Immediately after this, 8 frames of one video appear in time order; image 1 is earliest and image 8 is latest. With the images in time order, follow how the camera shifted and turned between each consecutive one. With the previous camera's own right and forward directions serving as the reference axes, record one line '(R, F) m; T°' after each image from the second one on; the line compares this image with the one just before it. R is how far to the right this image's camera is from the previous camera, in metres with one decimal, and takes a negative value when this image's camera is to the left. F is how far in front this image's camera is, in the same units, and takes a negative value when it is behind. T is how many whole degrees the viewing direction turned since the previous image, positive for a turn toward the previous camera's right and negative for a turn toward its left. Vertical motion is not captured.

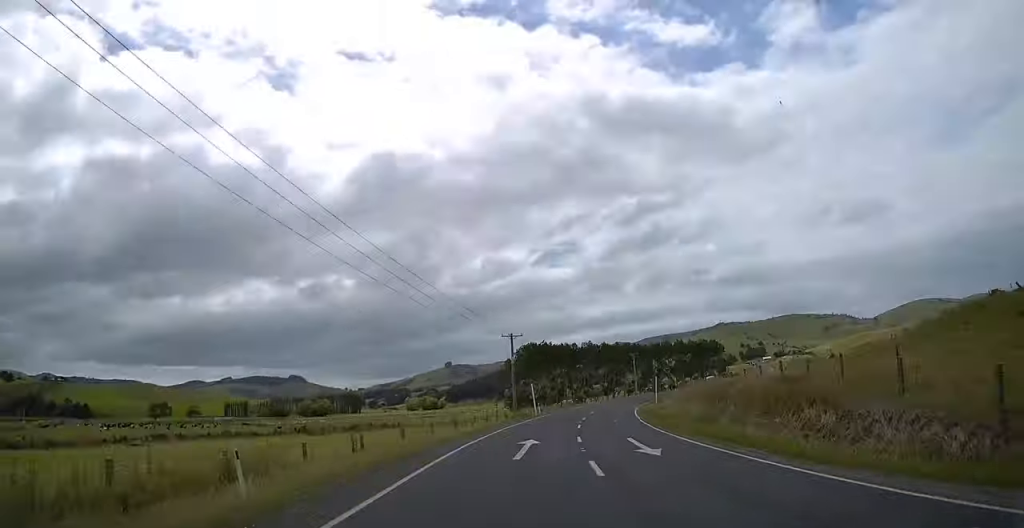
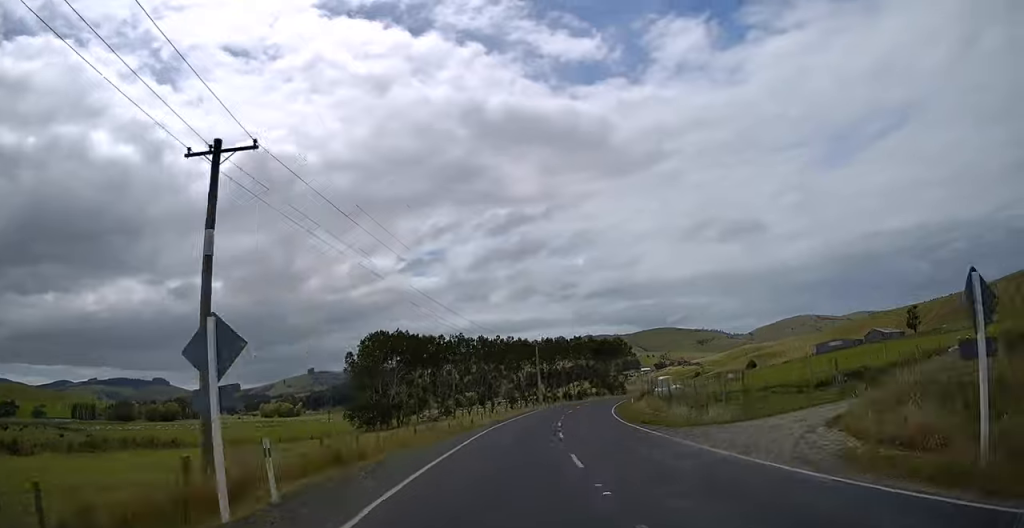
(0.0, +48.2) m; +9°
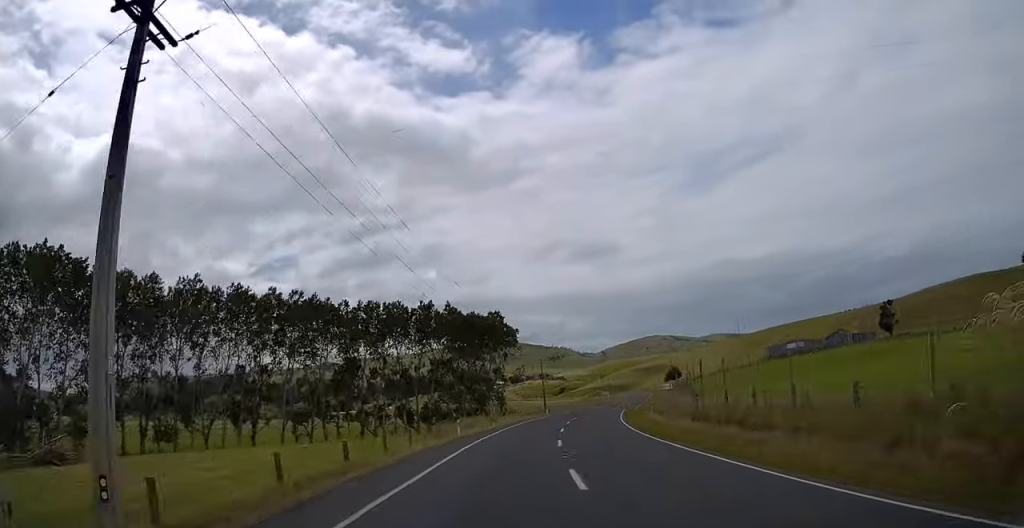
(+10.7, +74.4) m; +15°
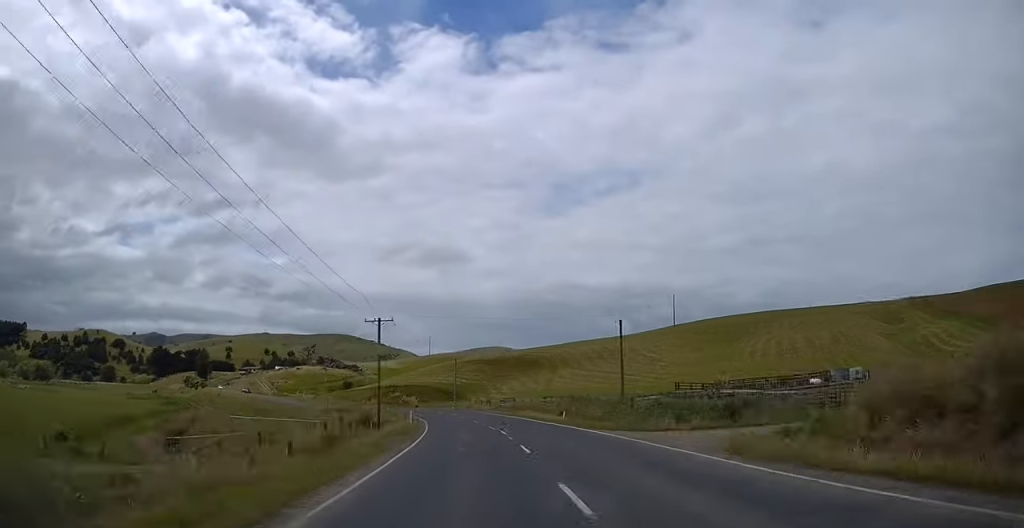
(+29.4, +191.9) m; +5°
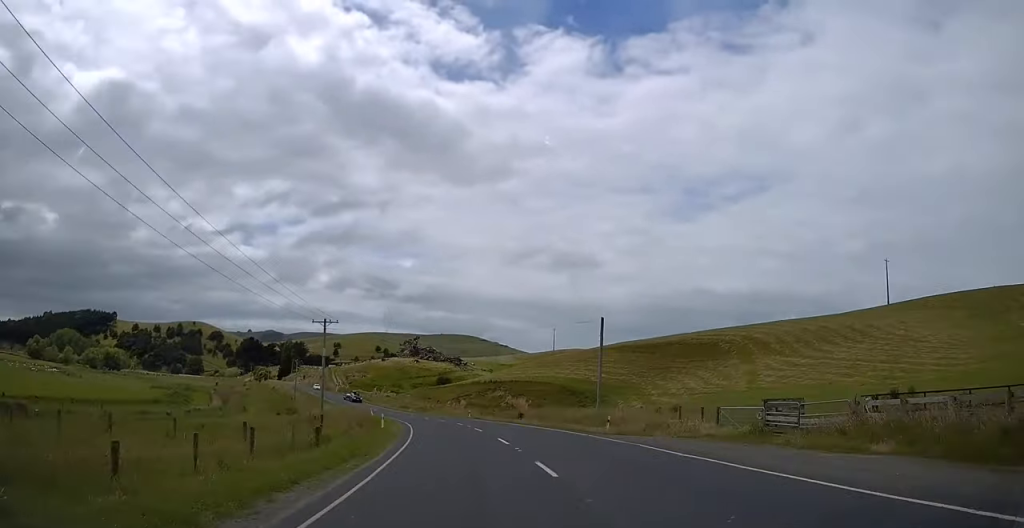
(-1.5, +62.7) m; -9°
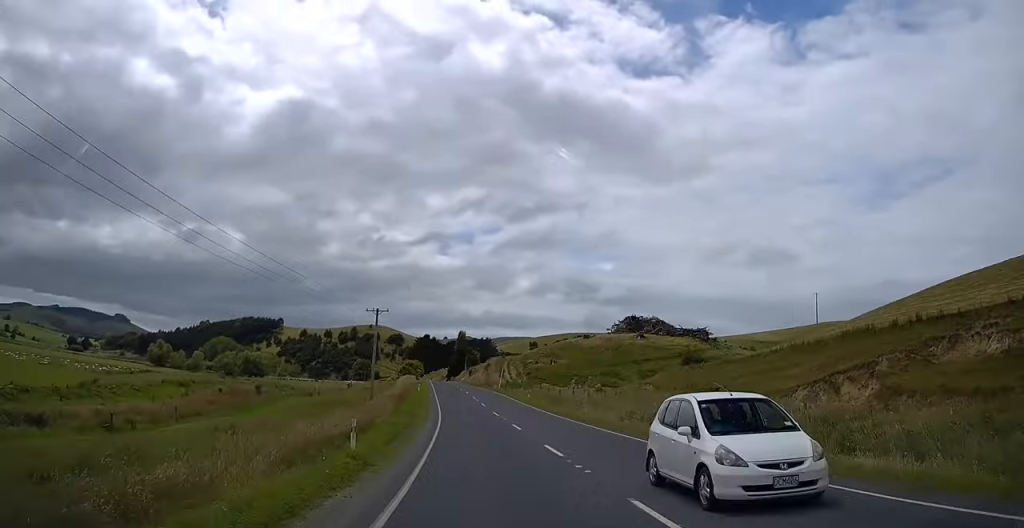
(-12.3, +83.9) m; -12°
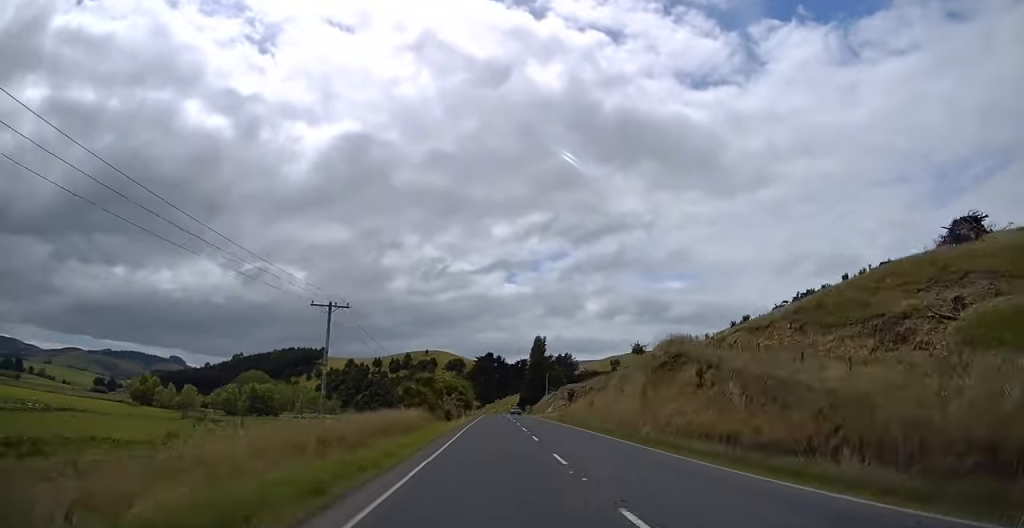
(-9.2, +98.0) m; -6°
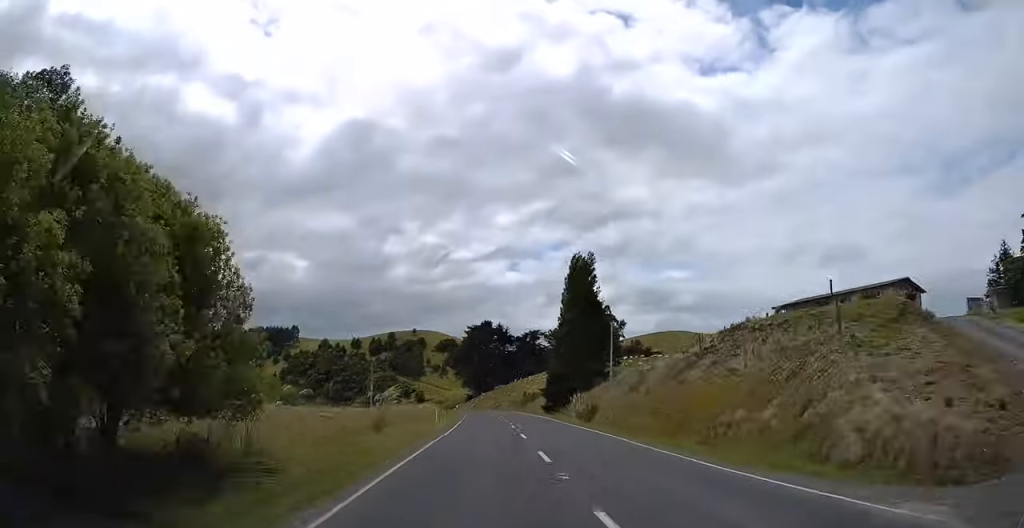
(-0.8, +97.6) m; -2°
